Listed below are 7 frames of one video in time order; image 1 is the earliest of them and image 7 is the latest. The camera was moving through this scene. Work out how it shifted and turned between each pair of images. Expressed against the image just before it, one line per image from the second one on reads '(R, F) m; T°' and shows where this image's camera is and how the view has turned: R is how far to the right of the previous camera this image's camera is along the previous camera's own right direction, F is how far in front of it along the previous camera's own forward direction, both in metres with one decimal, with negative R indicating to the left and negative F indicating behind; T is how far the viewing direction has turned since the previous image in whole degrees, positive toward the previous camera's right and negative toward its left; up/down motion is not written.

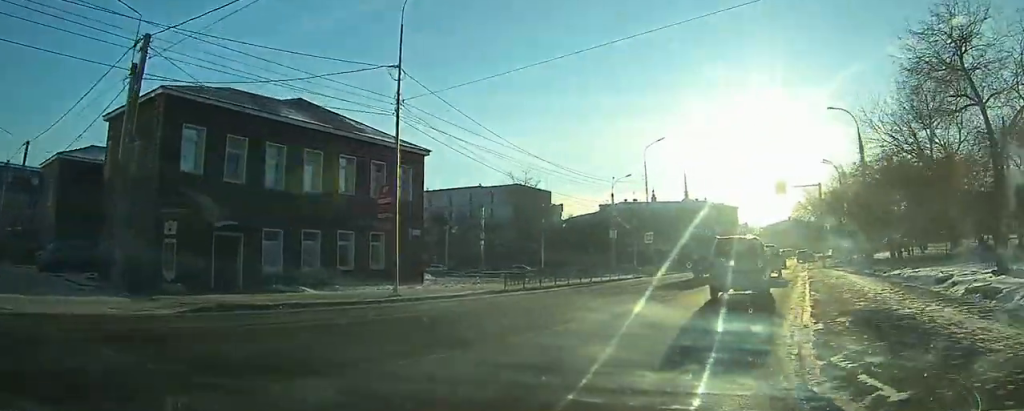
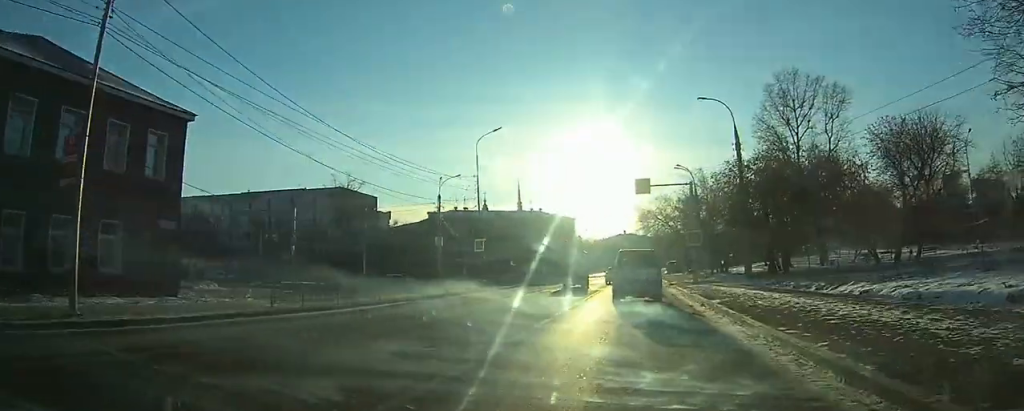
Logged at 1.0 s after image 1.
(+0.8, +7.9) m; +11°
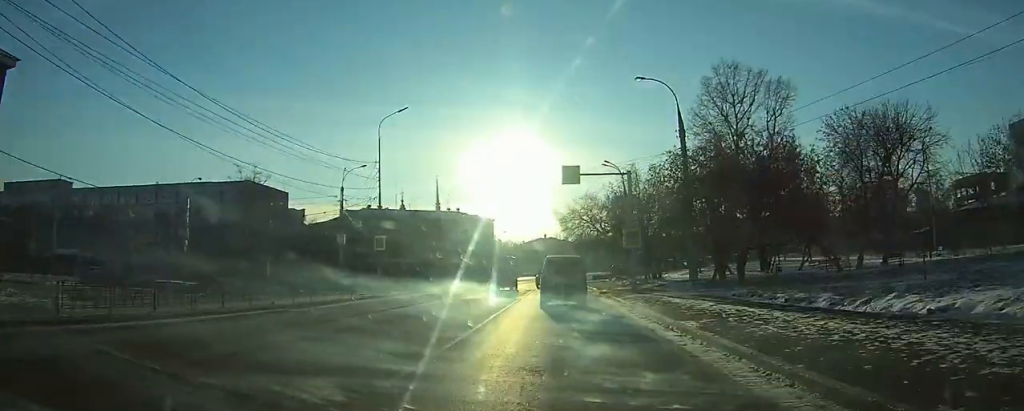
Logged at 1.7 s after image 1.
(+0.5, +5.8) m; +6°
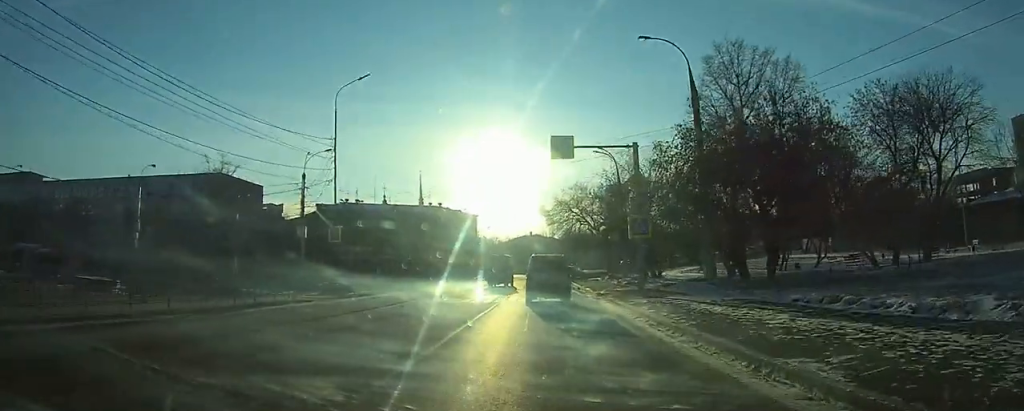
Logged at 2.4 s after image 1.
(0.0, +5.9) m; +4°
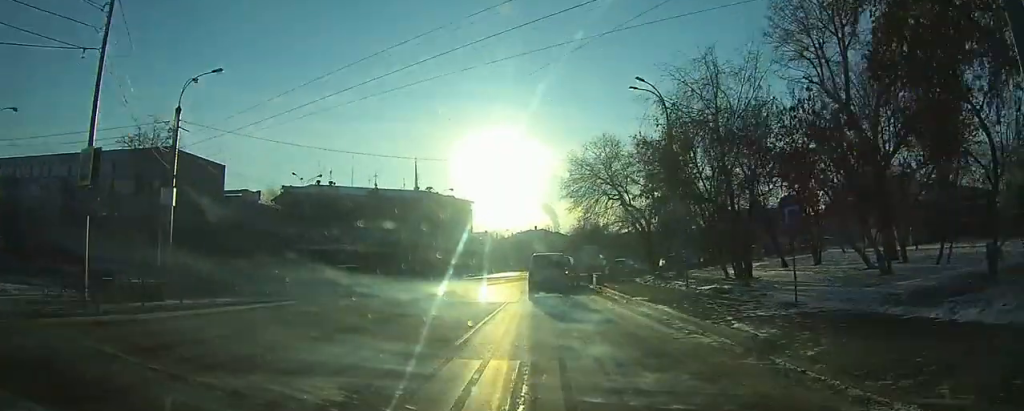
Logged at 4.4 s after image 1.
(+2.0, +19.4) m; +7°
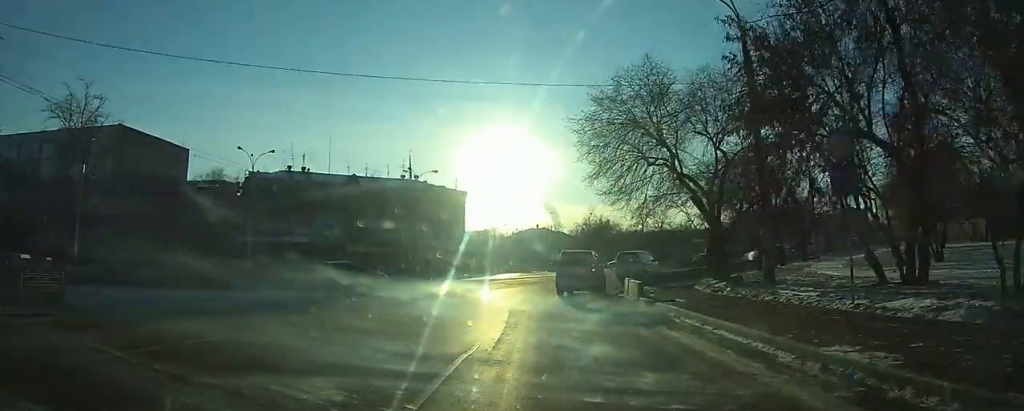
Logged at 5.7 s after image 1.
(-0.2, +14.2) m; 0°
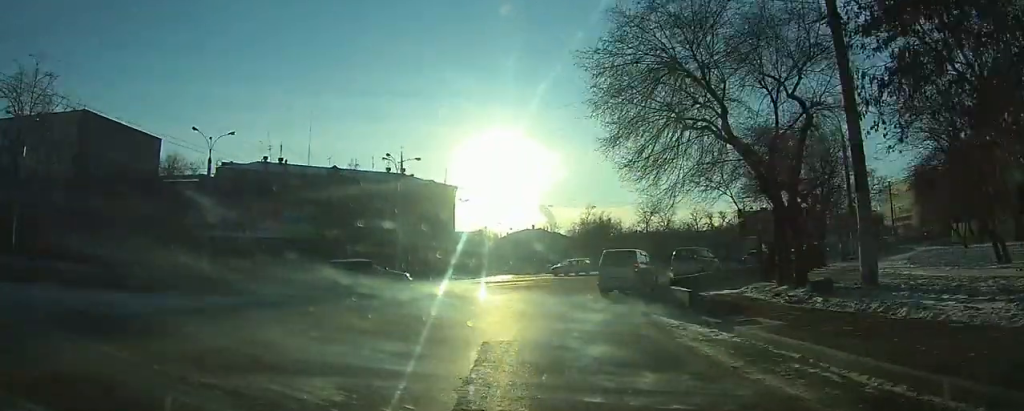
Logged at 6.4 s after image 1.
(+0.1, +7.6) m; +1°
